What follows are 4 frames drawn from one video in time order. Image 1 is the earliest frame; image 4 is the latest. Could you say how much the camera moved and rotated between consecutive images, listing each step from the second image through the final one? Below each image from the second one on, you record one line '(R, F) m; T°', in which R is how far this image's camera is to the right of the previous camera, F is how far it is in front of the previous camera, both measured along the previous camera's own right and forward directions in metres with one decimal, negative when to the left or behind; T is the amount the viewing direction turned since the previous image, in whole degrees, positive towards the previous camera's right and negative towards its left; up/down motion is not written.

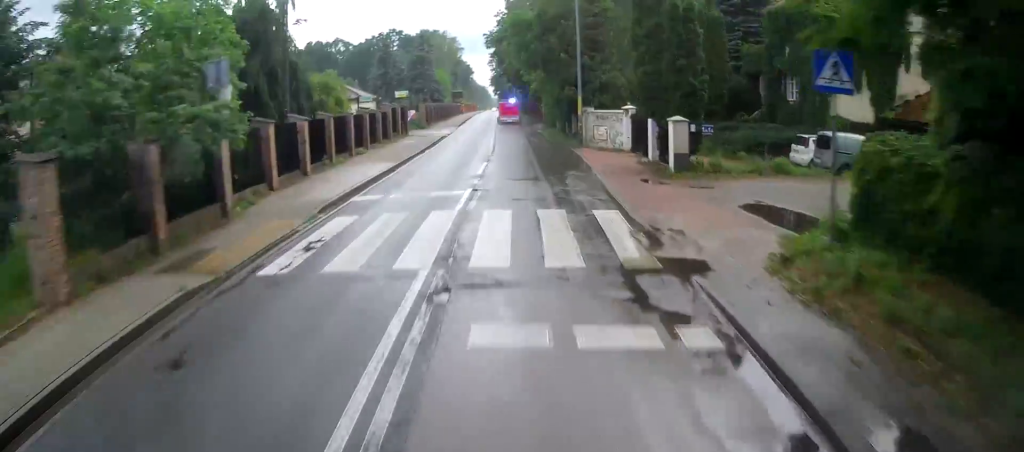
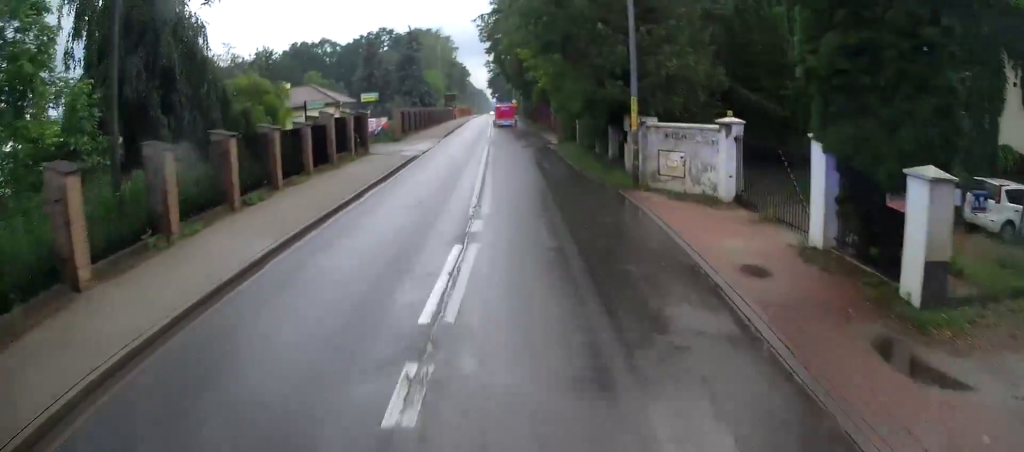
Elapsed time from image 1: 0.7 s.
(+0.3, +11.8) m; +1°
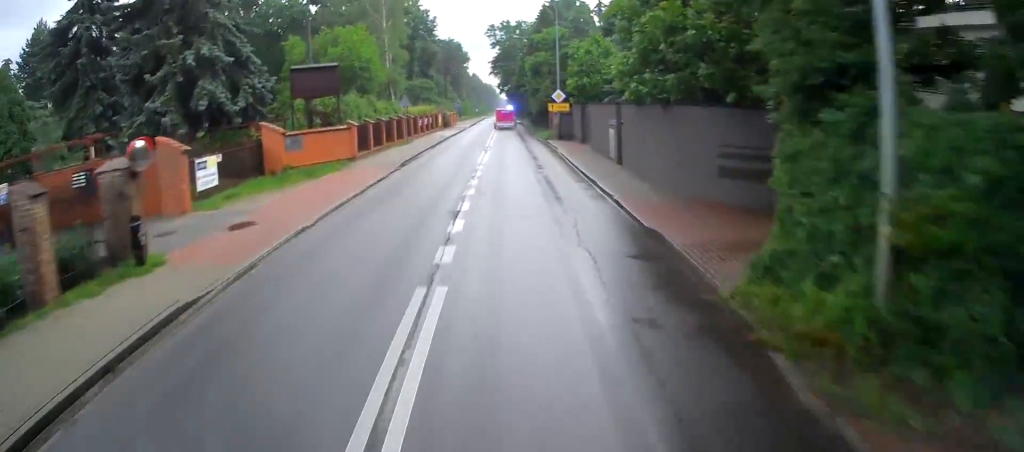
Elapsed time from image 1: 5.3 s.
(-3.6, +81.3) m; -3°
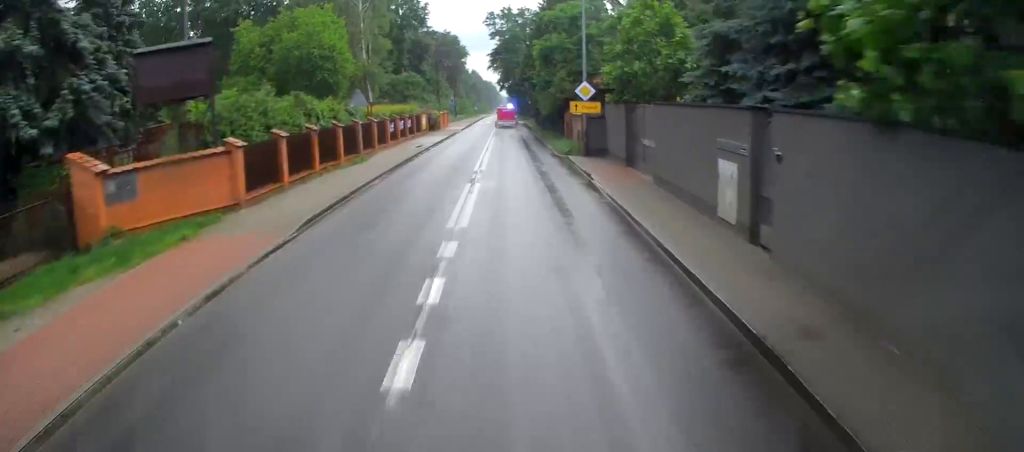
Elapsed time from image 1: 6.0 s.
(-0.1, +11.9) m; -1°
